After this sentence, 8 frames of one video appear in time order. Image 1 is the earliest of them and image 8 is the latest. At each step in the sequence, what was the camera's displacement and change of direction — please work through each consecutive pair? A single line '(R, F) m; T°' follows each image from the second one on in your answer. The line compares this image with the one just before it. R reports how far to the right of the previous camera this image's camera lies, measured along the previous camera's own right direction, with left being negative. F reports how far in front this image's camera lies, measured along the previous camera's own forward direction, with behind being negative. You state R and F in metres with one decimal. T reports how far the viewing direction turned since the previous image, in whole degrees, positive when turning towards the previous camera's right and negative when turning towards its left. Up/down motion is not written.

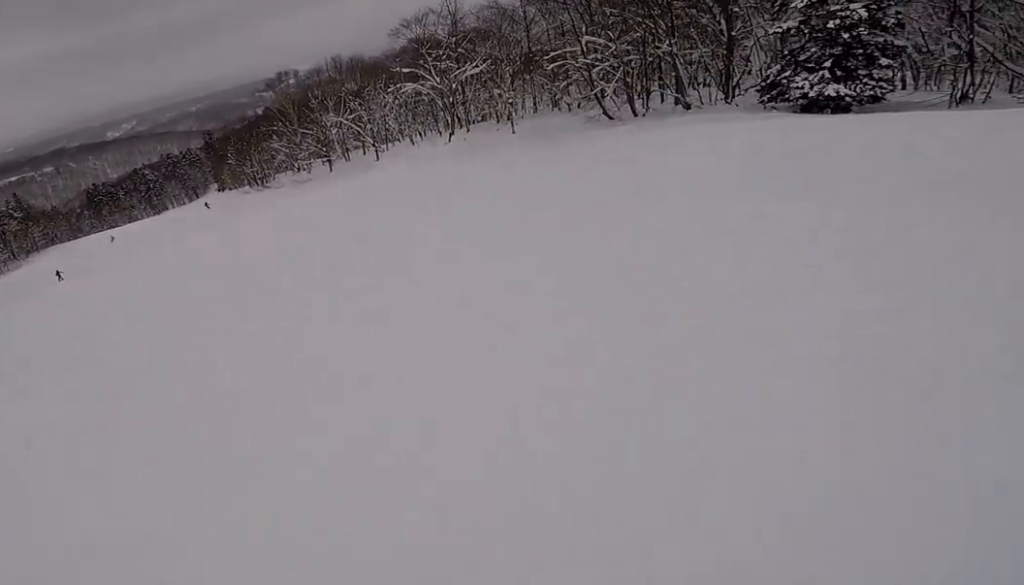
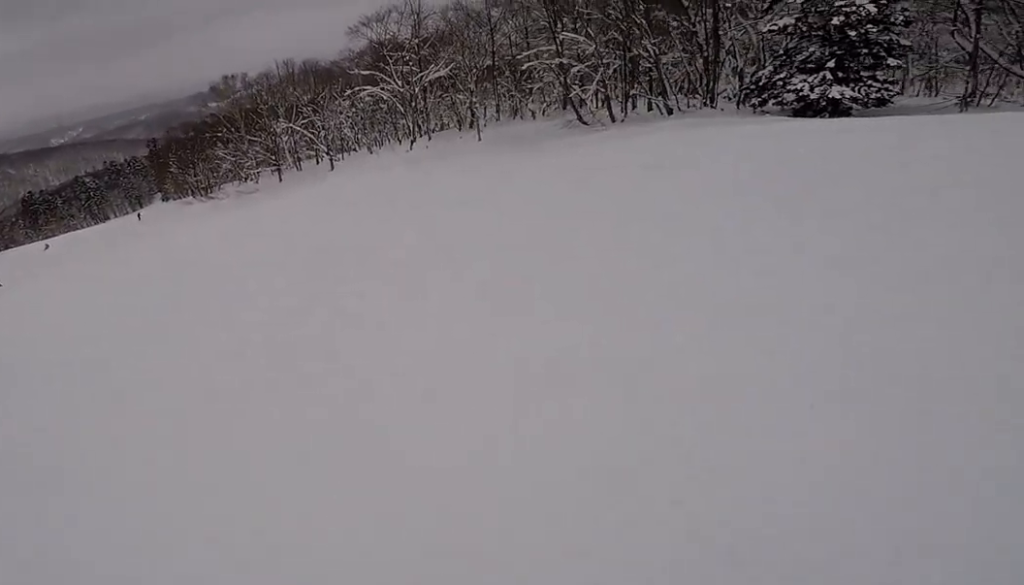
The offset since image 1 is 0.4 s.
(+0.7, +4.9) m; +2°
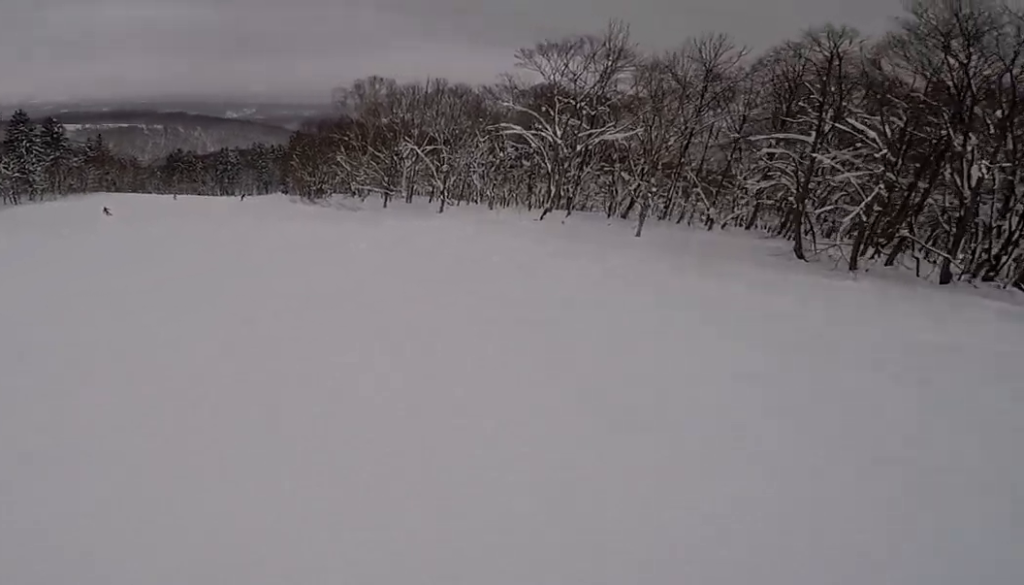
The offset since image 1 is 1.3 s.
(-0.4, +9.5) m; -8°
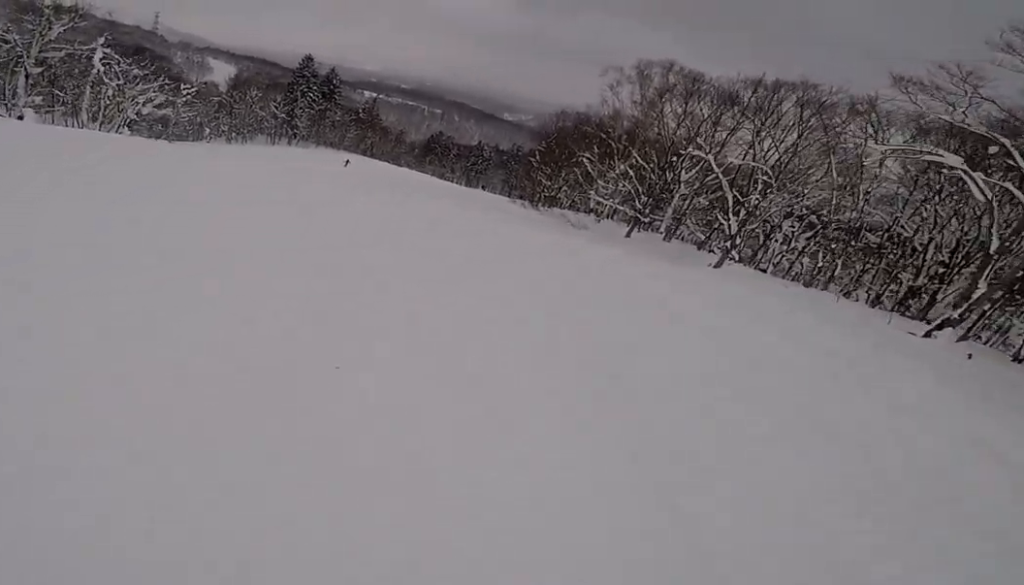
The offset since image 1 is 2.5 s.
(-2.1, +14.3) m; -17°
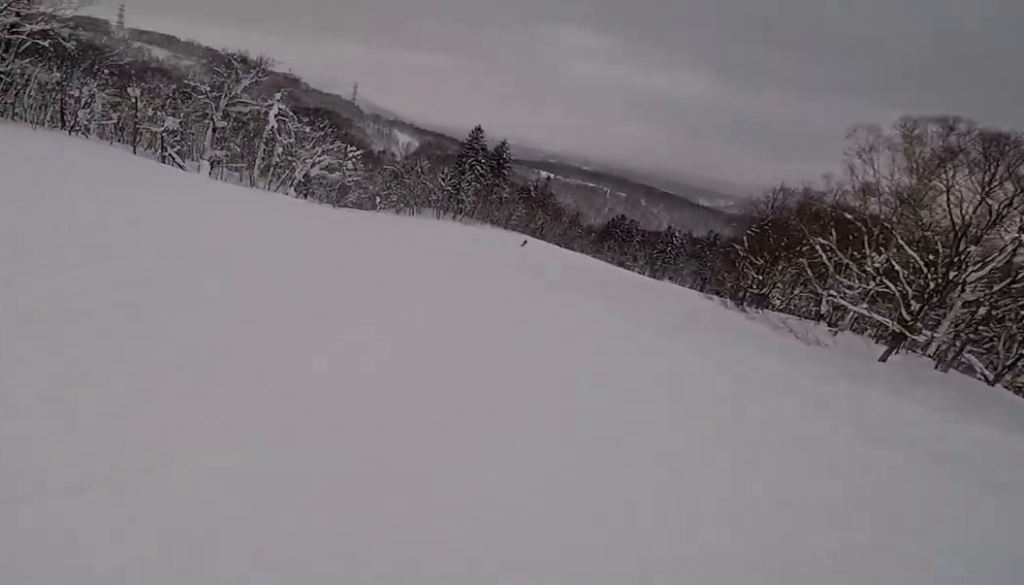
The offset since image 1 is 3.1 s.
(-0.6, +7.2) m; -4°
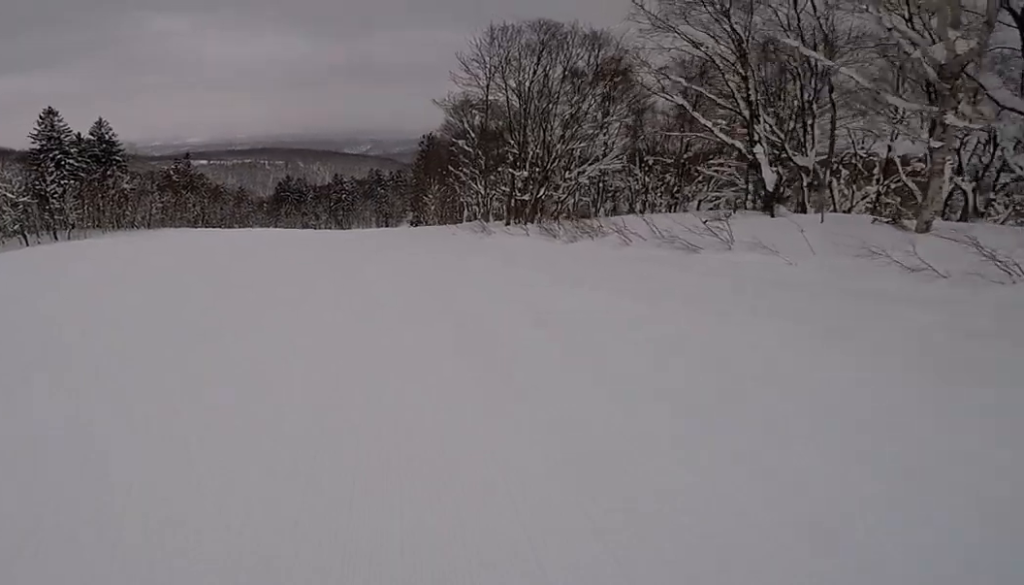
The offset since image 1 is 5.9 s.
(-0.7, +33.7) m; -1°
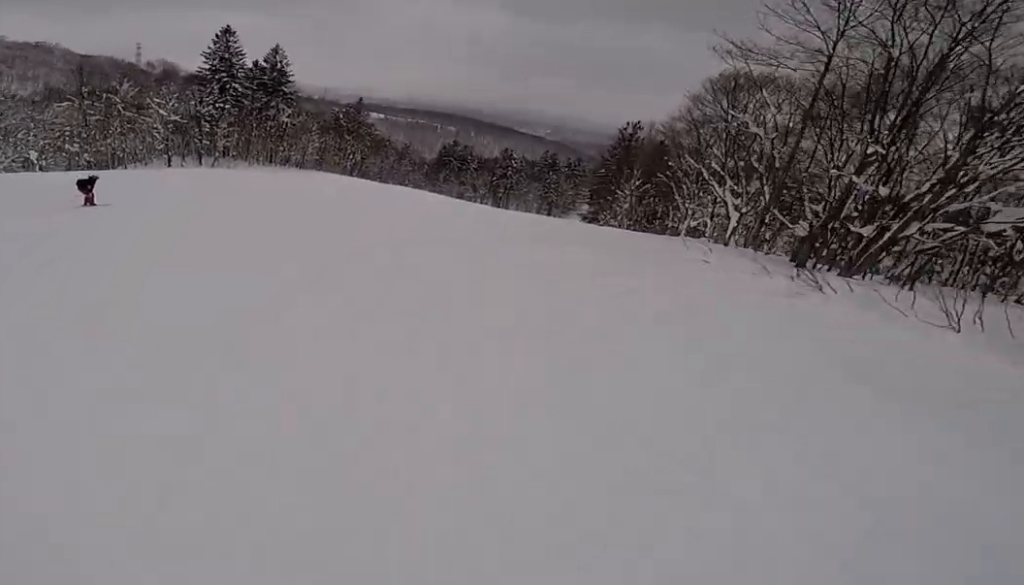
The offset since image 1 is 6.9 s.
(-0.4, +12.9) m; -3°
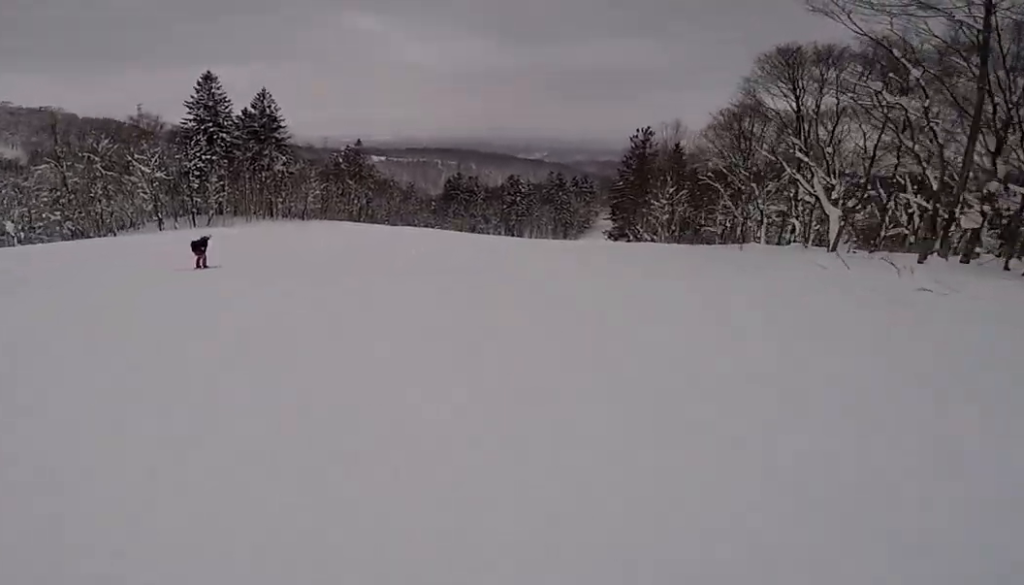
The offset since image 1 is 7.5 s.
(-0.7, +7.7) m; 0°
